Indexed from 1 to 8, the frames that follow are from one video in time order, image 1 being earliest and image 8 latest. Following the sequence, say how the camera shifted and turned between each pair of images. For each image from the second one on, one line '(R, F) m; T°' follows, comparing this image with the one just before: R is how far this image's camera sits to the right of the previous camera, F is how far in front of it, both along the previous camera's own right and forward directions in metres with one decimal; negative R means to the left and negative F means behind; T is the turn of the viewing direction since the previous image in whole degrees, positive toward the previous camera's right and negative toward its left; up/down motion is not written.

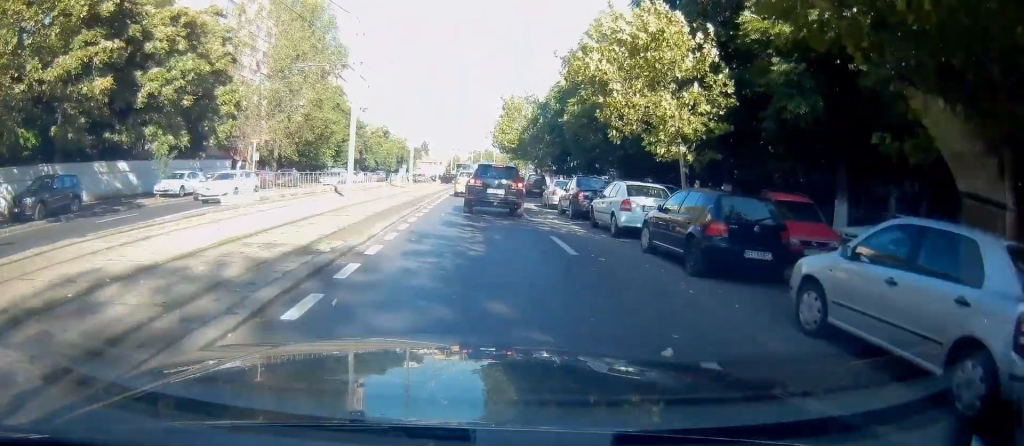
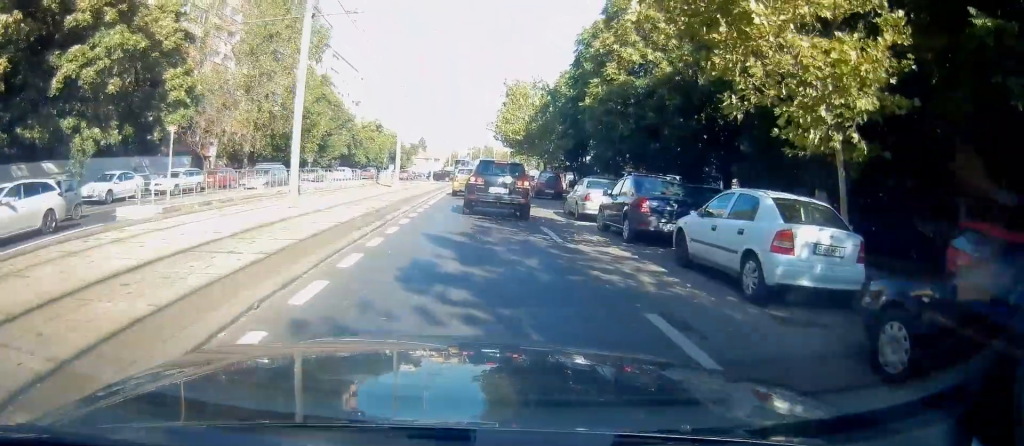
(+0.3, +7.7) m; +2°
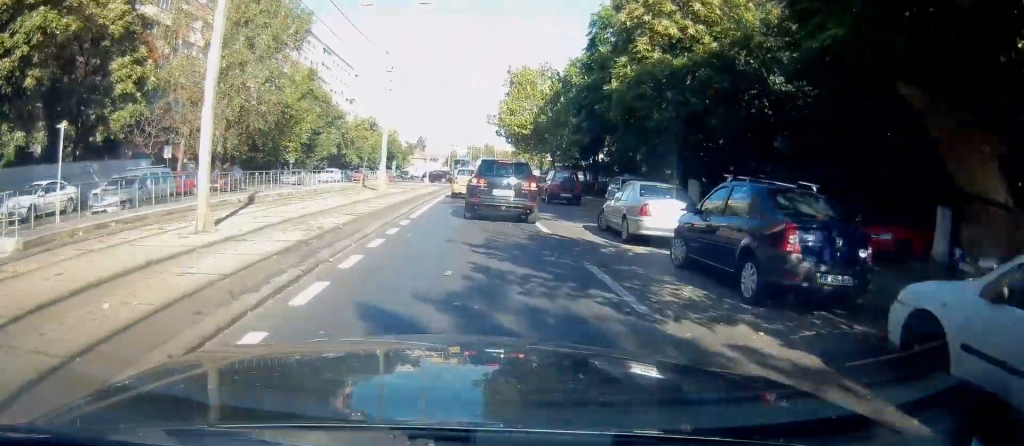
(0.0, +6.2) m; +1°
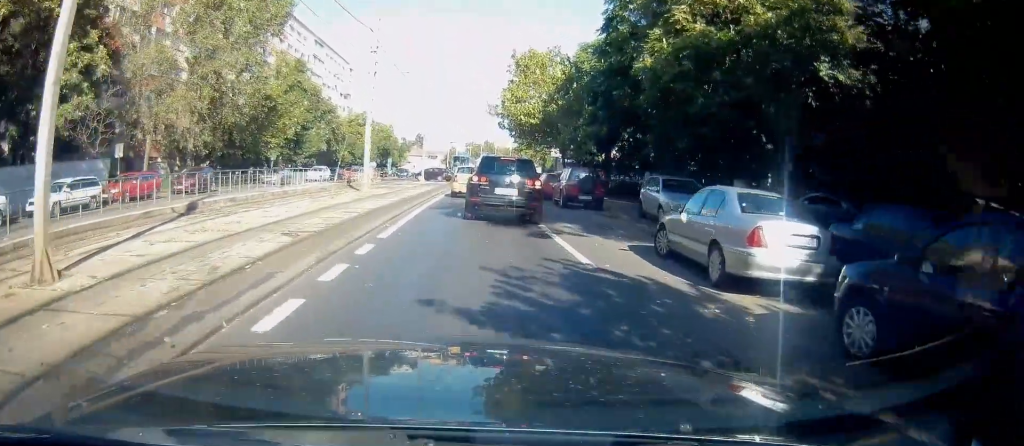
(0.0, +5.6) m; +1°
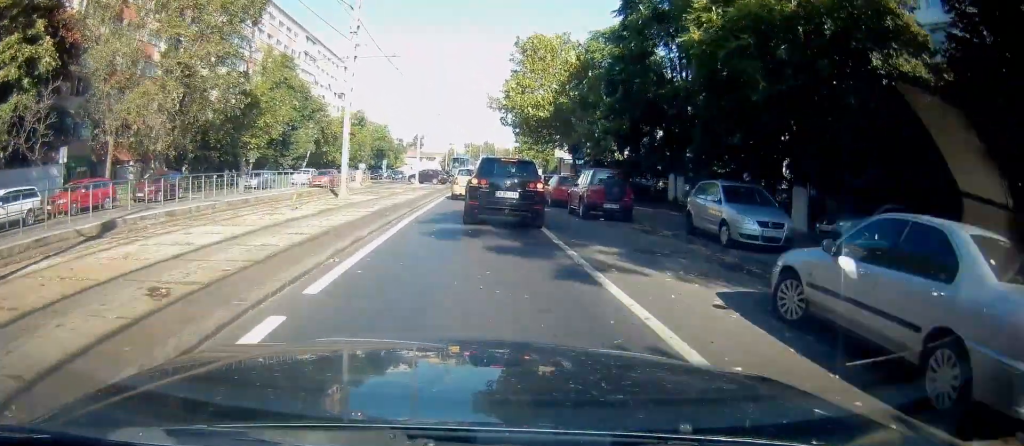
(+0.2, +5.0) m; +2°
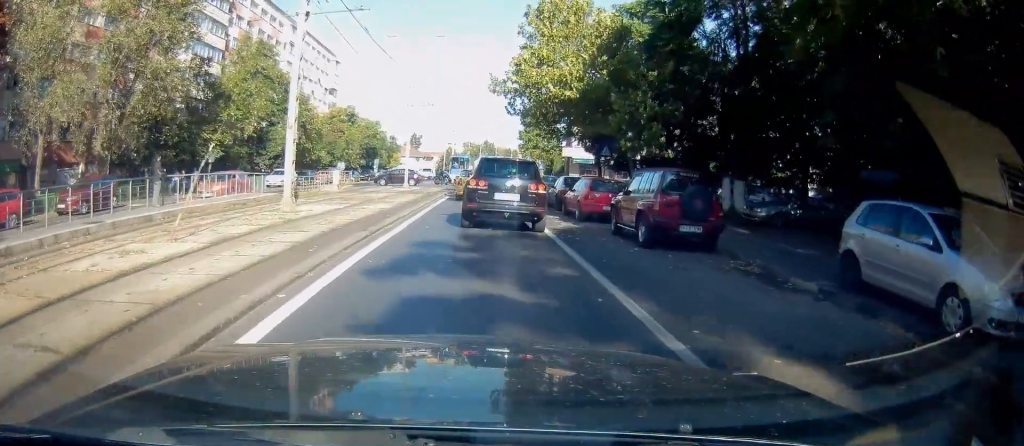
(+0.1, +7.6) m; 0°
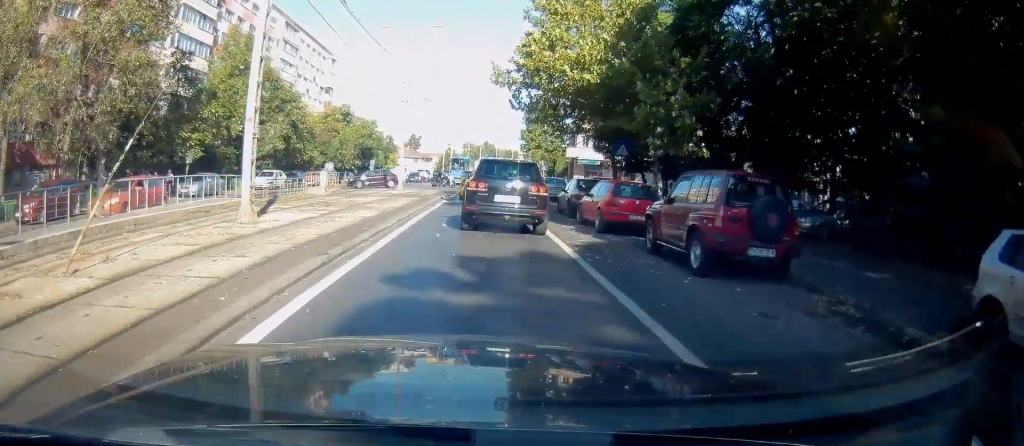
(0.0, +3.3) m; -1°
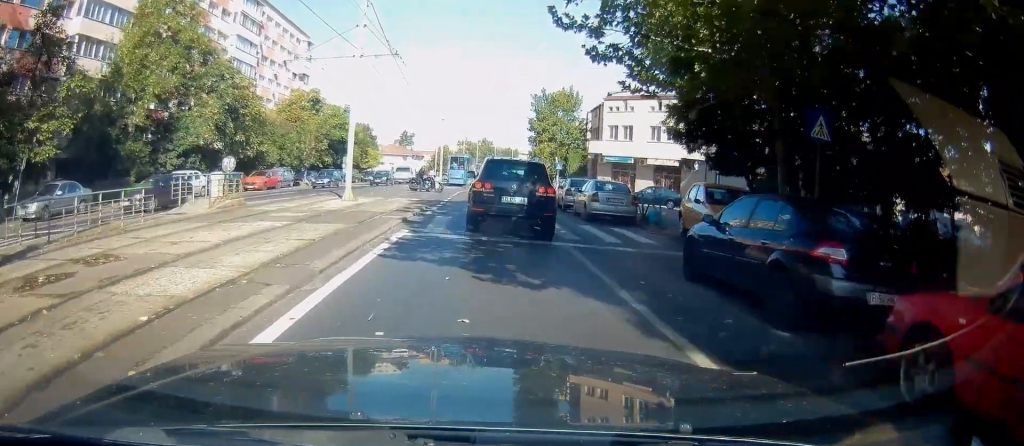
(-0.4, +14.5) m; -2°
